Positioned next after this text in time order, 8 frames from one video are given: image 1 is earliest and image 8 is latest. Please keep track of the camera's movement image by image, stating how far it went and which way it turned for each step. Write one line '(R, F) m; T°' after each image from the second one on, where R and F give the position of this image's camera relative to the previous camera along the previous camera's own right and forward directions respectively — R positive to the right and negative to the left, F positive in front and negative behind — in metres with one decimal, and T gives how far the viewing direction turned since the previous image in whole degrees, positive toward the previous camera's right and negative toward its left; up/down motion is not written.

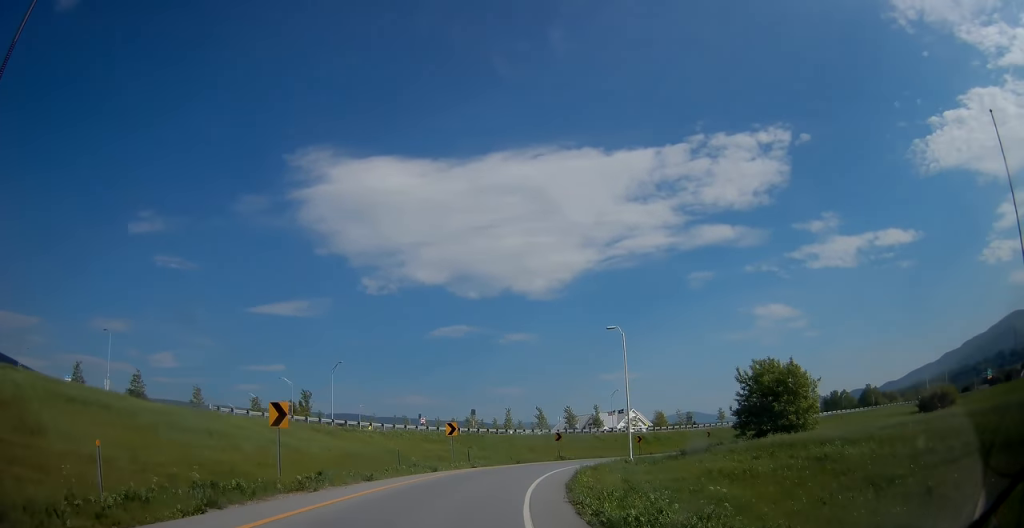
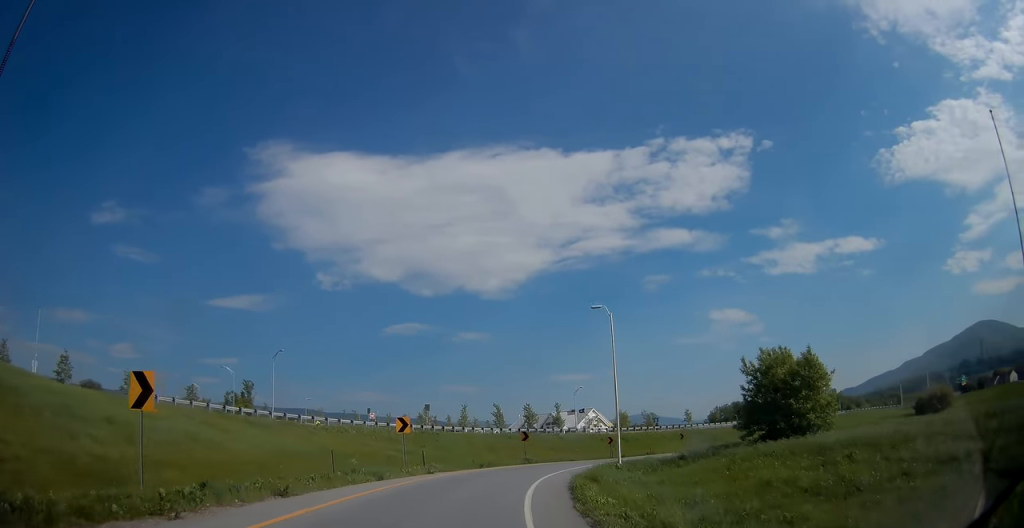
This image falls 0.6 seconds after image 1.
(+0.5, +7.7) m; +5°
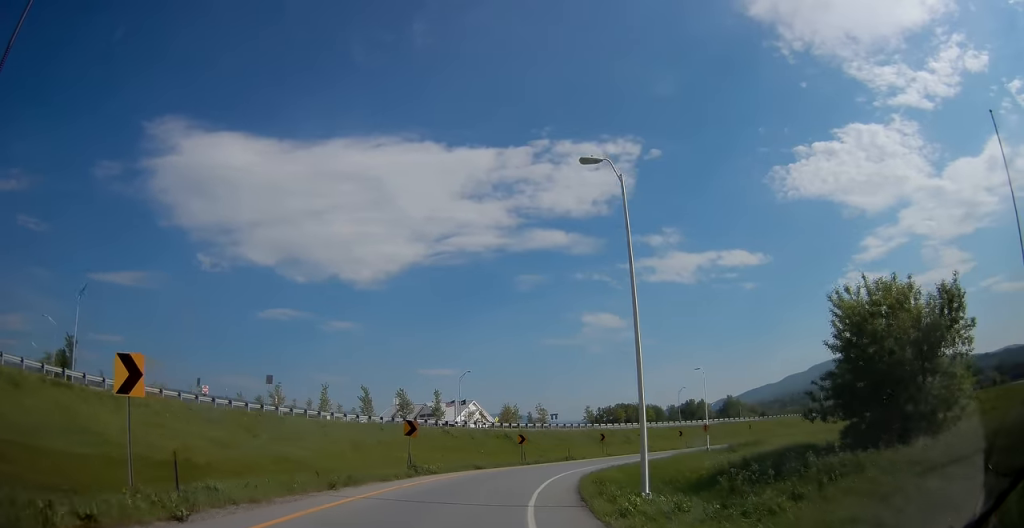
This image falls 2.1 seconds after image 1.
(+2.3, +20.7) m; +13°
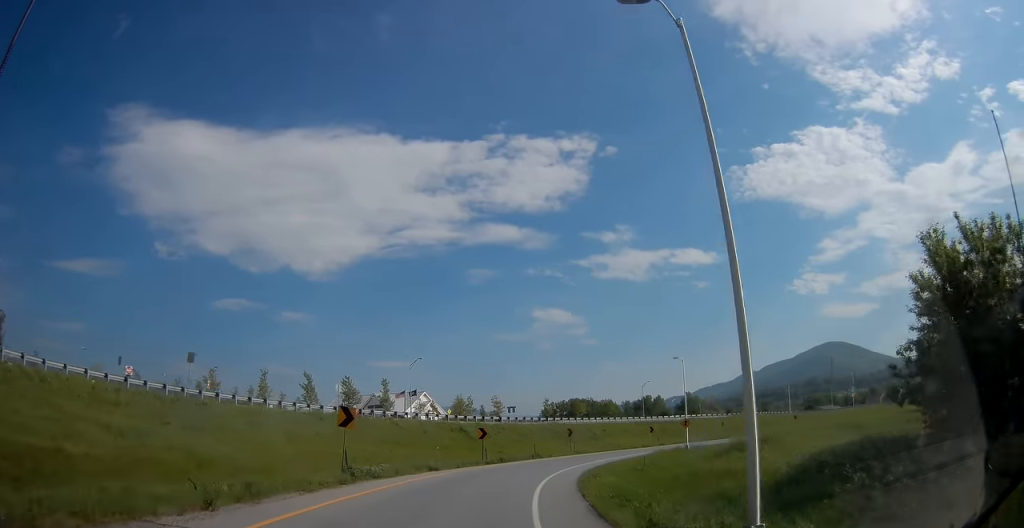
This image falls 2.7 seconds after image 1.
(+0.2, +7.8) m; +5°
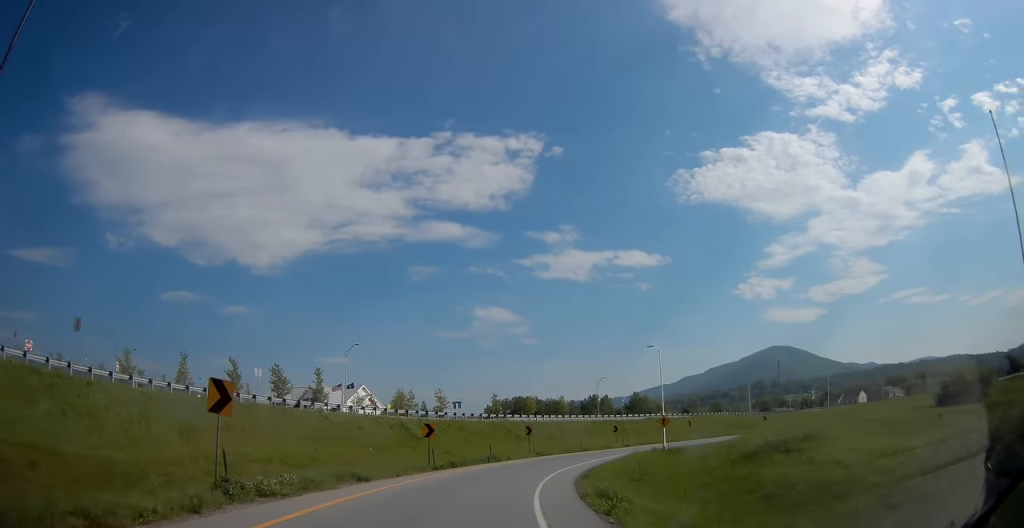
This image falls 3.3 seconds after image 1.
(+0.6, +9.2) m; +6°
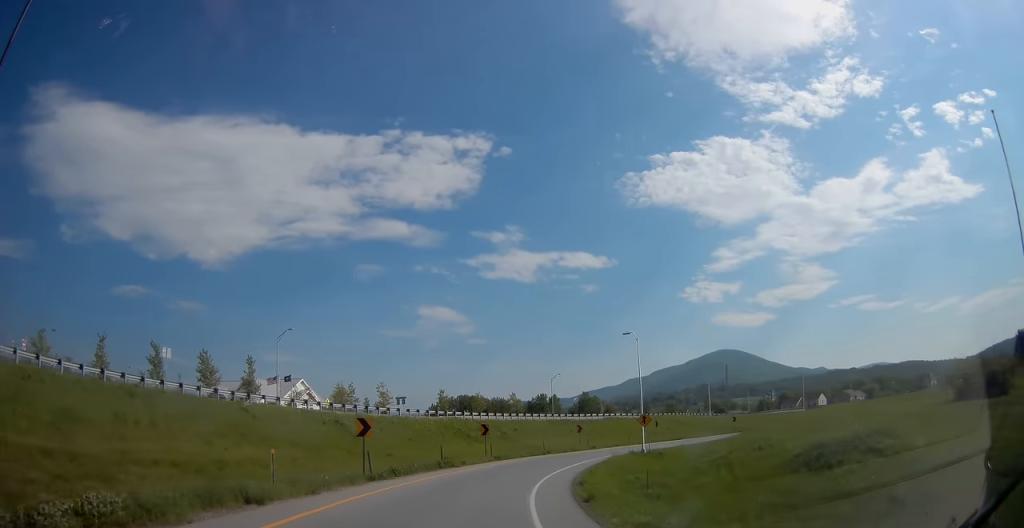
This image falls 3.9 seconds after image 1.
(+0.3, +8.3) m; +5°
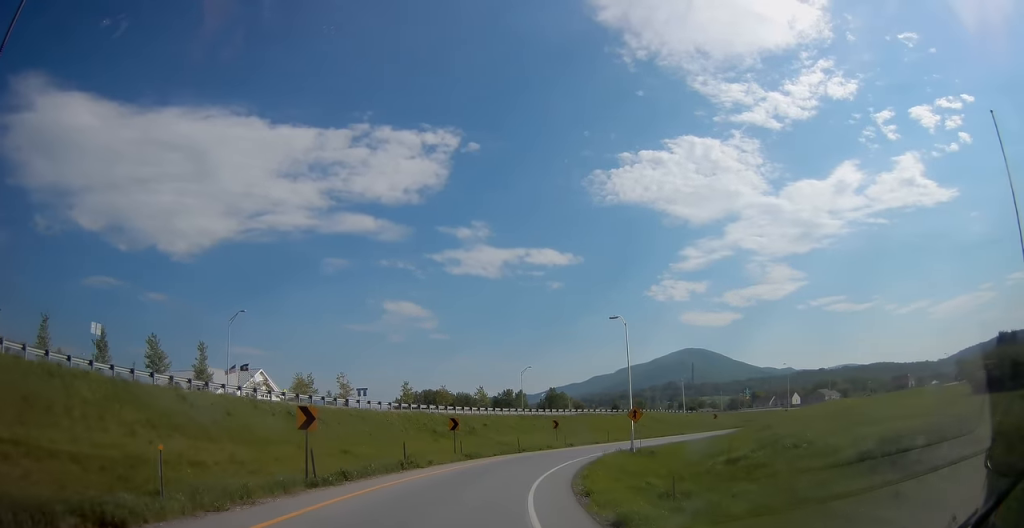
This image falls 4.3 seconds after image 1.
(+0.3, +5.6) m; +3°
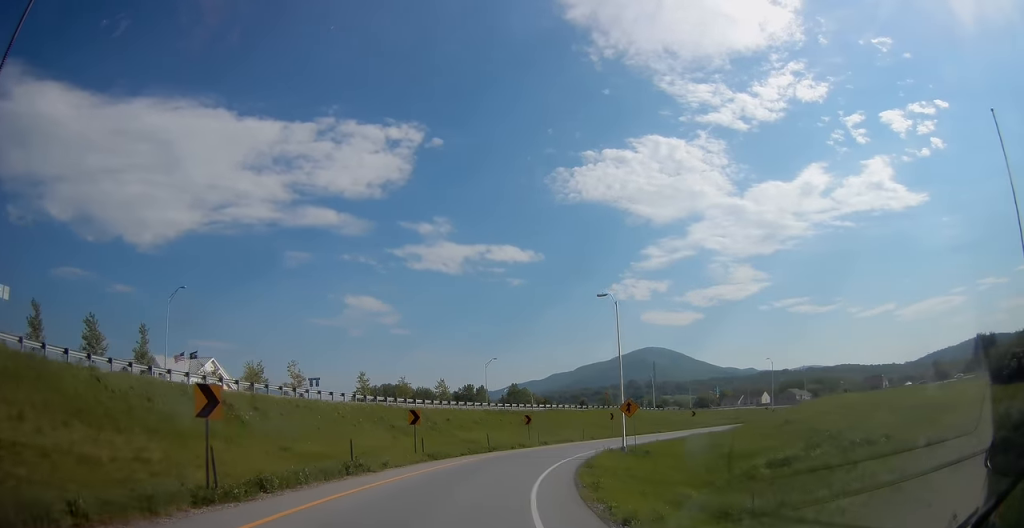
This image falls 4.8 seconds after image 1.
(0.0, +6.5) m; +3°
